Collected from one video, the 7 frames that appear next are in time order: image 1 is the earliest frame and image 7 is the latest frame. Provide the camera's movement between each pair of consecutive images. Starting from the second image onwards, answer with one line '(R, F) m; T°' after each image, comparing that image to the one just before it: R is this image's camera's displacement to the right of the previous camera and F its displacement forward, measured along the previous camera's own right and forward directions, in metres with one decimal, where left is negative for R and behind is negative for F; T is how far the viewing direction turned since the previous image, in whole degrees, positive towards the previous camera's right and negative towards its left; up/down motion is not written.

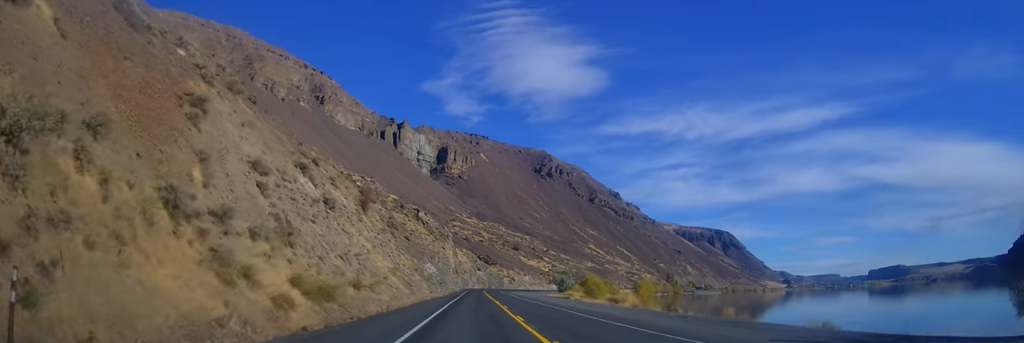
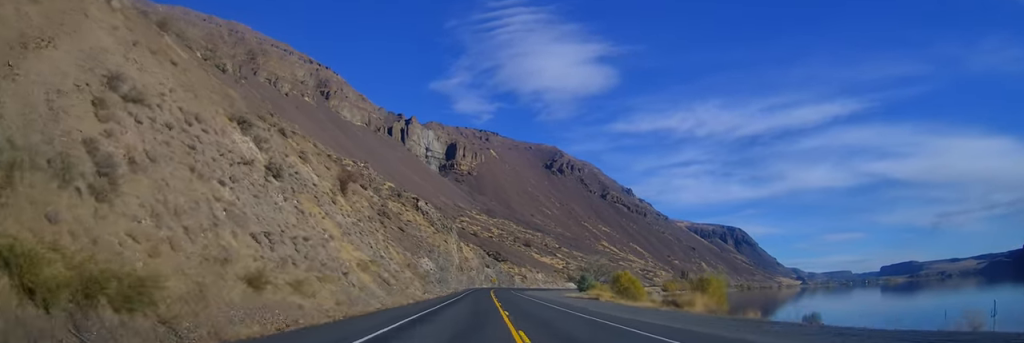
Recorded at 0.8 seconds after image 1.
(0.0, +21.1) m; 0°
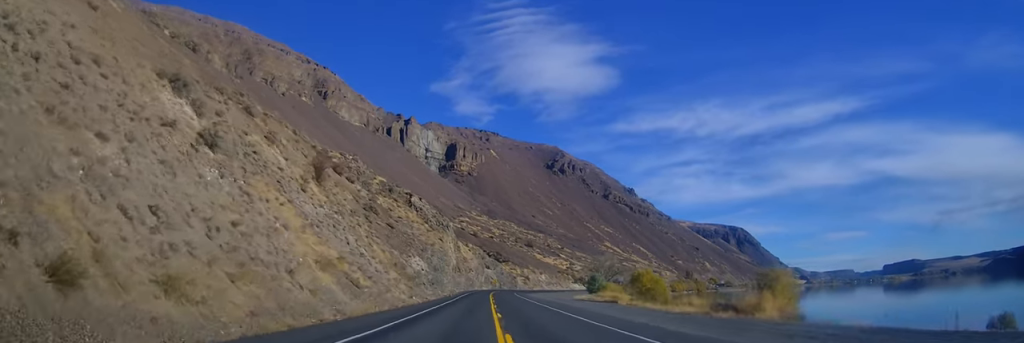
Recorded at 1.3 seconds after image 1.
(0.0, +12.7) m; 0°
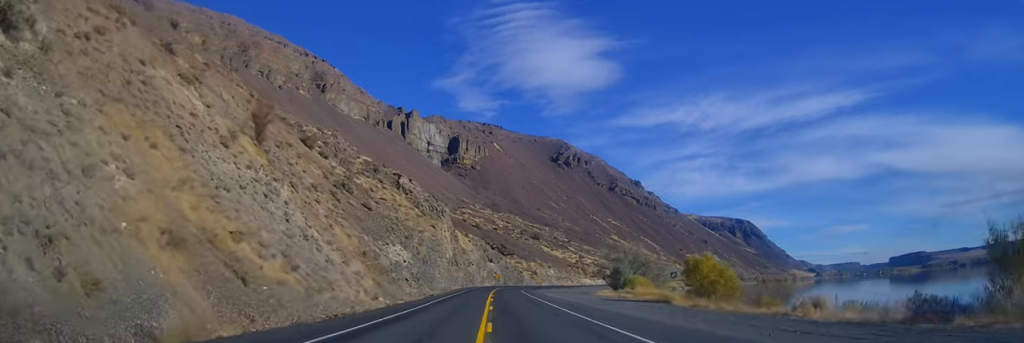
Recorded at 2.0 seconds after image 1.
(0.0, +21.3) m; -1°
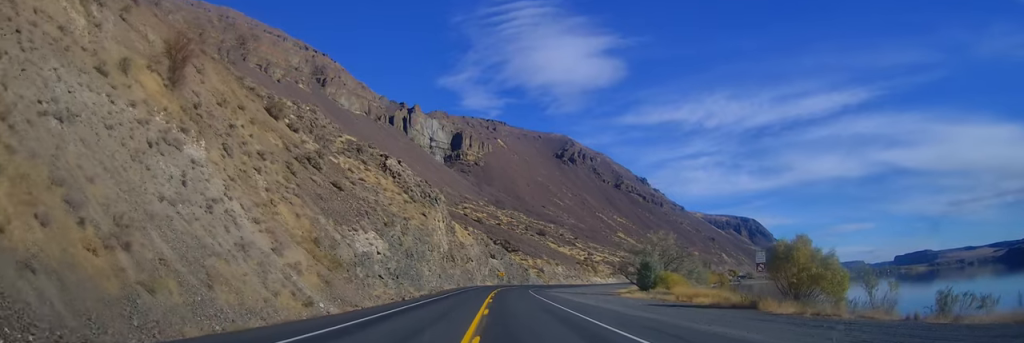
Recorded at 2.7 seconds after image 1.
(-0.3, +17.9) m; 0°
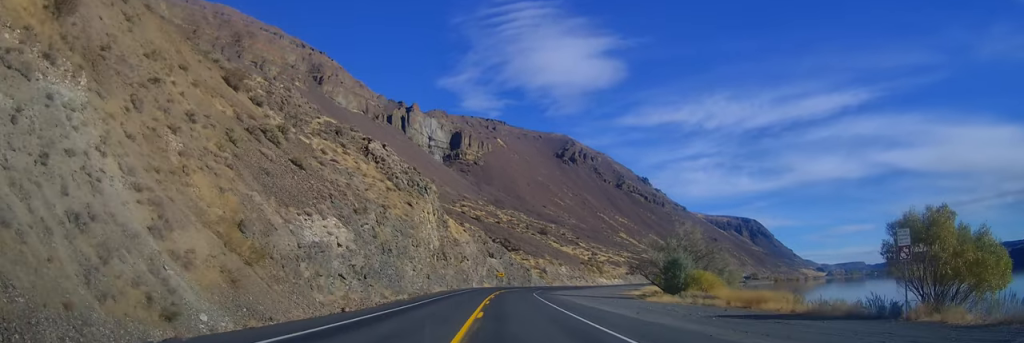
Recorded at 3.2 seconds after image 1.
(0.0, +14.0) m; 0°
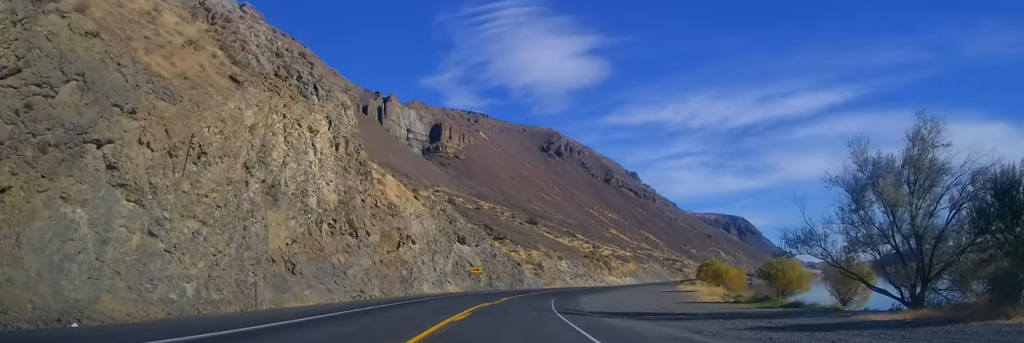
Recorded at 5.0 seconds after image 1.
(+0.3, +52.1) m; +1°
